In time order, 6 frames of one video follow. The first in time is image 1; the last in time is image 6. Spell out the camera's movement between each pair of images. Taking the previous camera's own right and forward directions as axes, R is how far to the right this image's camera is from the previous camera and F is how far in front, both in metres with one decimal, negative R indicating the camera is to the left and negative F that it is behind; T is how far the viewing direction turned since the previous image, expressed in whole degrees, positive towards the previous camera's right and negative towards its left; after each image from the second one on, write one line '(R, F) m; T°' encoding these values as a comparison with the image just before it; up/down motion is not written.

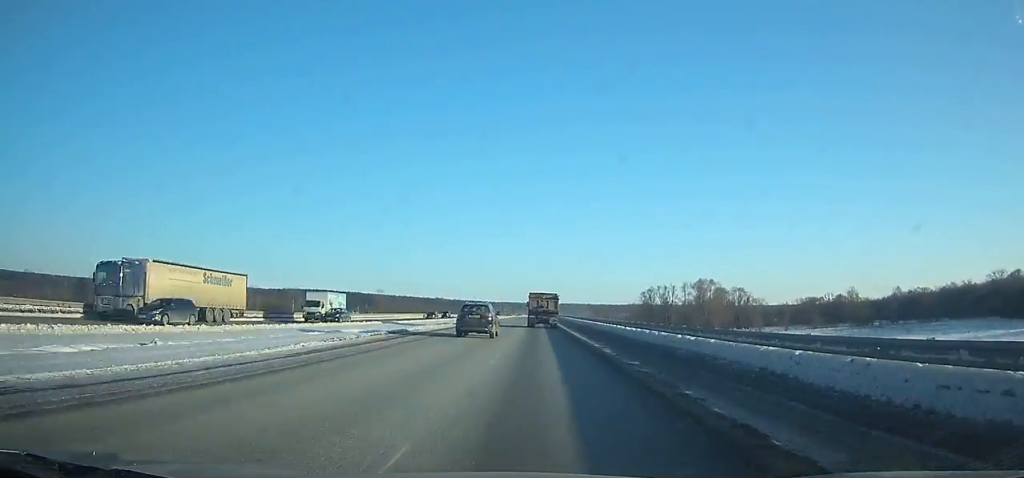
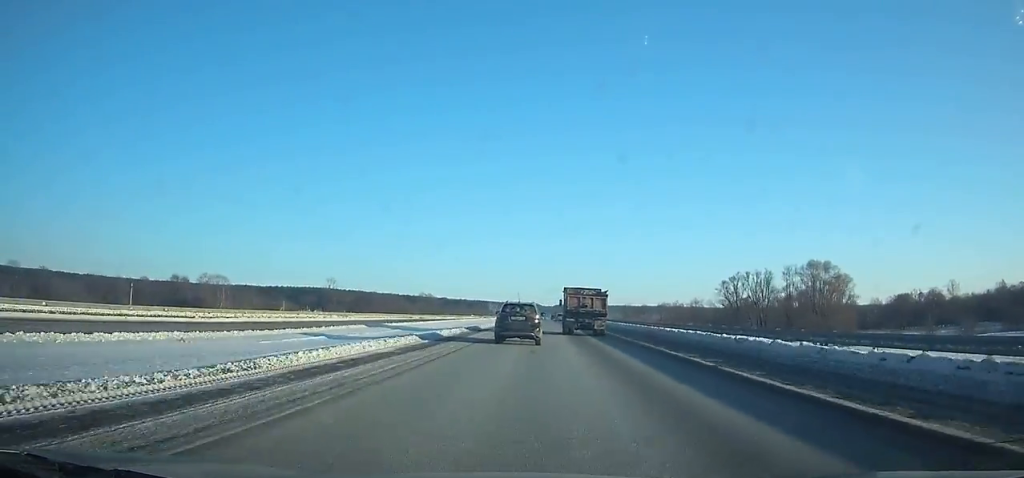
(-0.5, +72.3) m; 0°
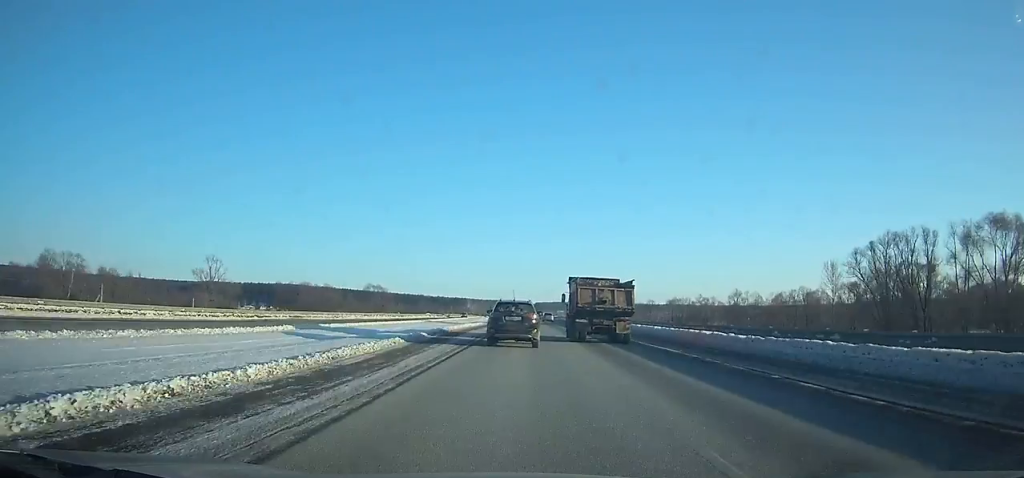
(+0.1, +58.3) m; 0°
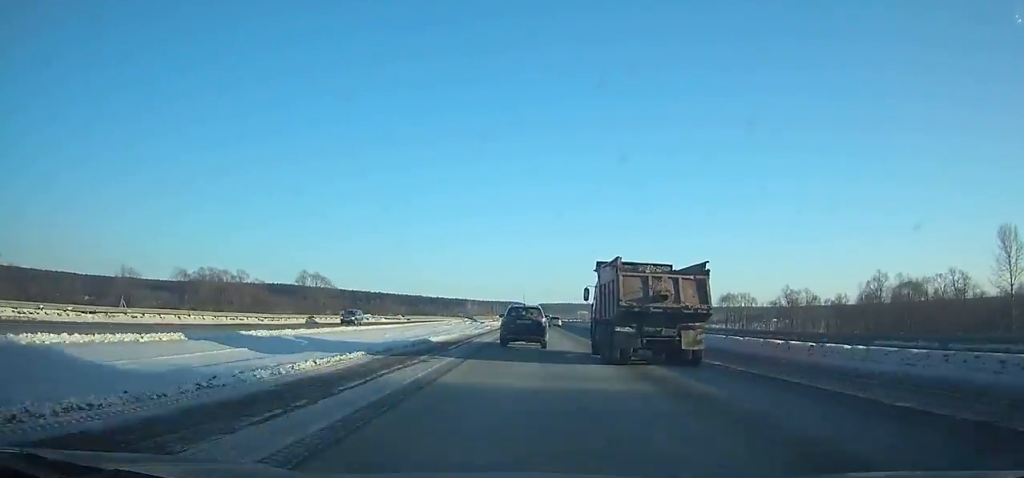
(+0.5, +65.4) m; 0°
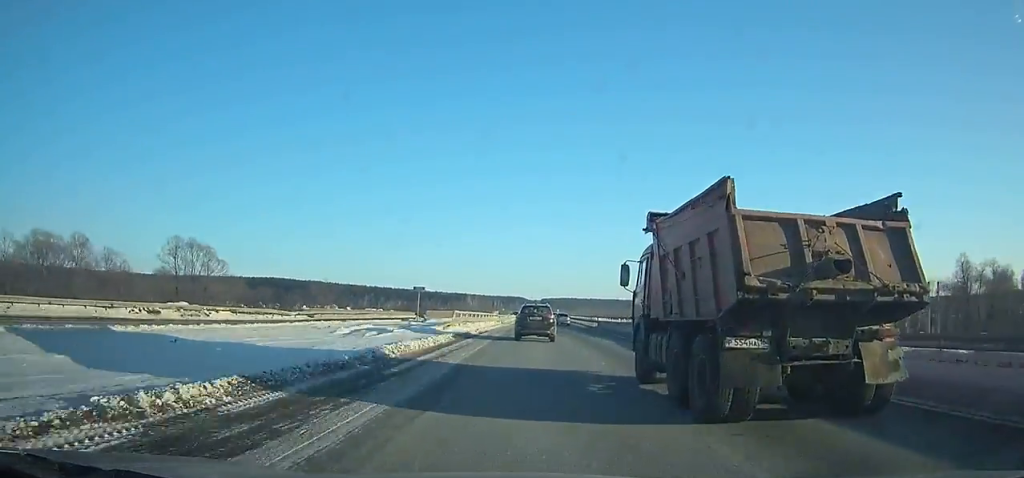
(0.0, +56.7) m; 0°
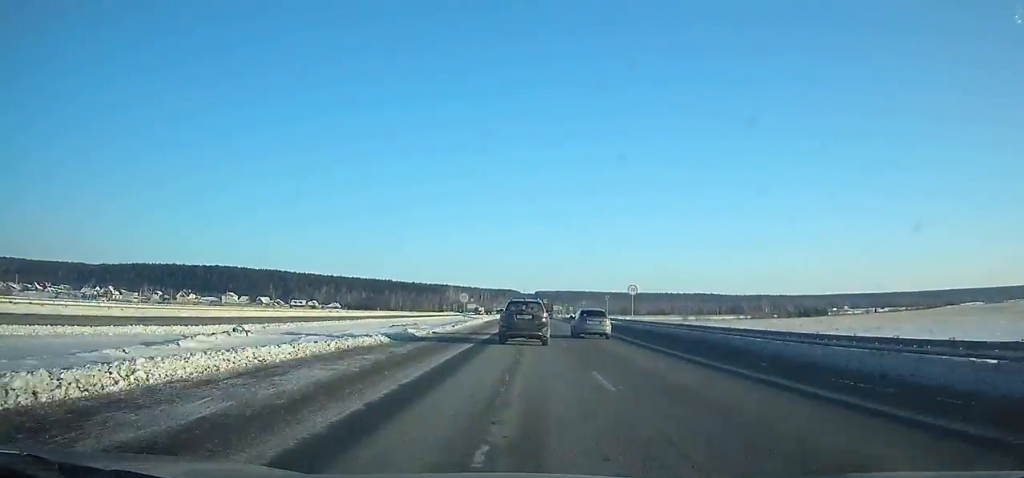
(+0.3, +175.7) m; 0°
